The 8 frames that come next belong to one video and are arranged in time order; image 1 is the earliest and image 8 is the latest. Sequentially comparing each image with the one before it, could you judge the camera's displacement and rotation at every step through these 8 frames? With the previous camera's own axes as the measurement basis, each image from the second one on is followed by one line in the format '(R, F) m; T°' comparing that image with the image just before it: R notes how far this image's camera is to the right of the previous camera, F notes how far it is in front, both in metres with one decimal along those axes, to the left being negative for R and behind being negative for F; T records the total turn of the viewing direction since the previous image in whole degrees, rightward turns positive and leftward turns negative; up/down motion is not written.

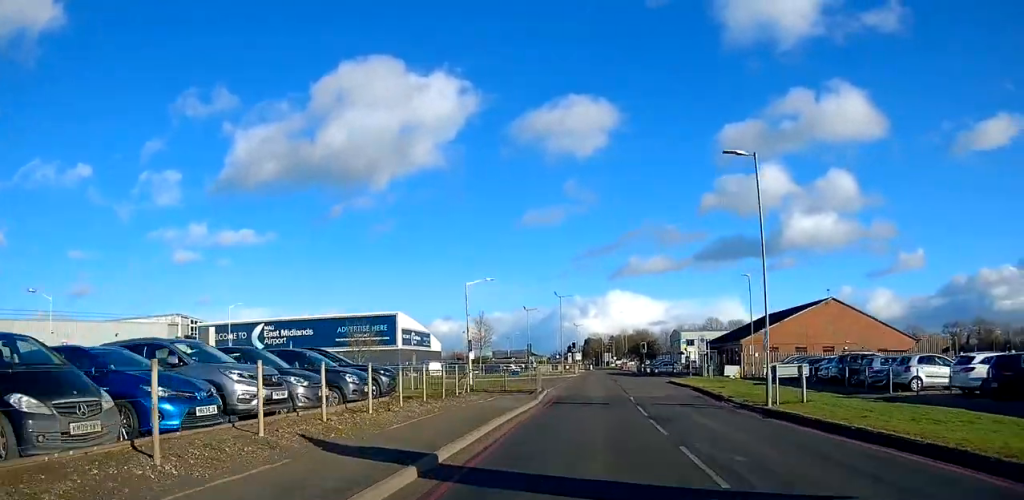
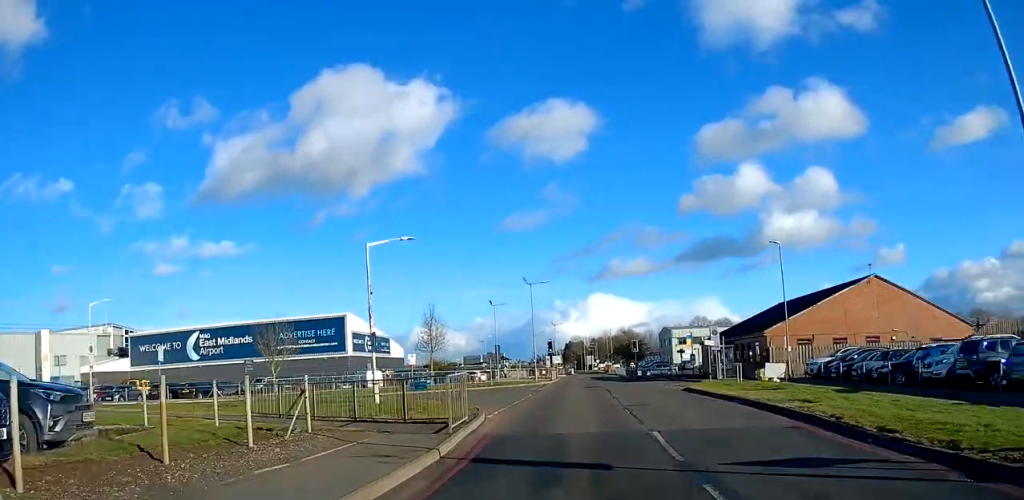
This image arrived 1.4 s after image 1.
(+0.9, +13.8) m; +5°
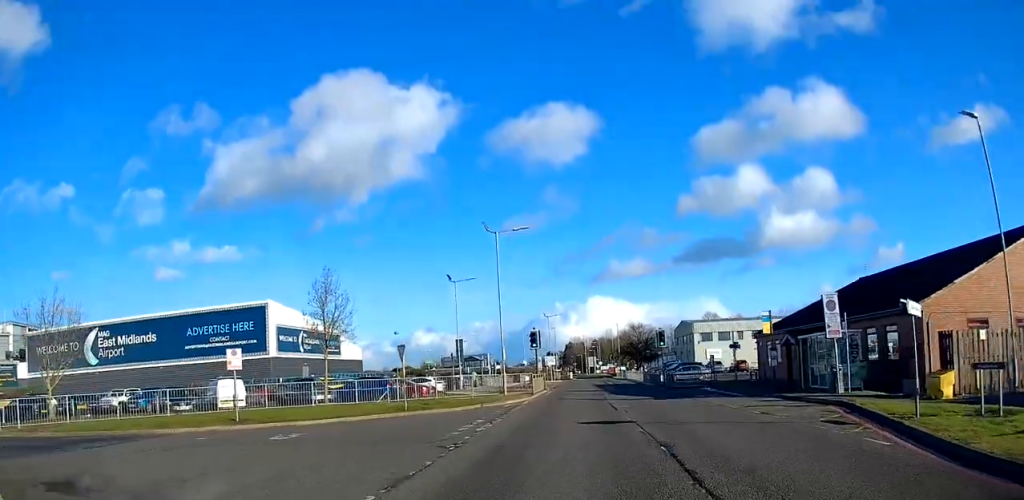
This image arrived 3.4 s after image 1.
(+0.2, +22.3) m; 0°
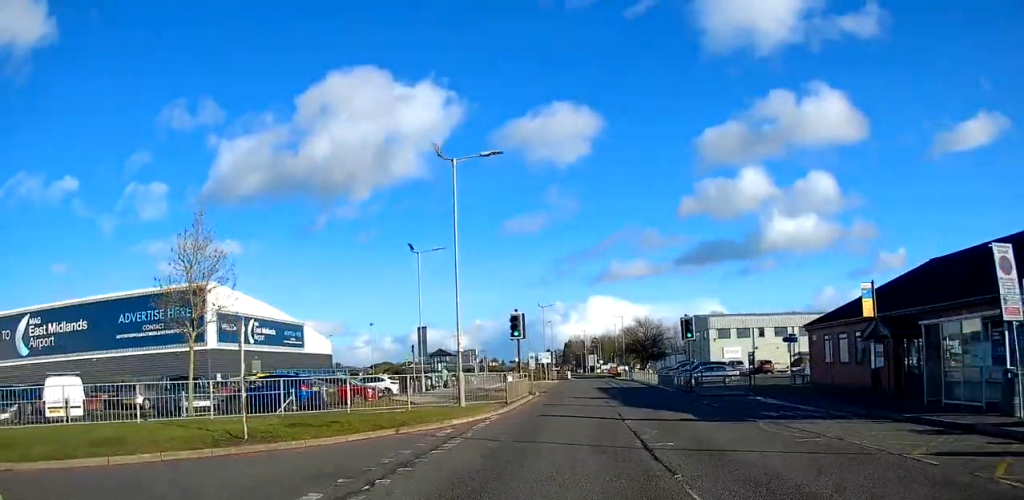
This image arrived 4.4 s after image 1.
(0.0, +11.5) m; 0°
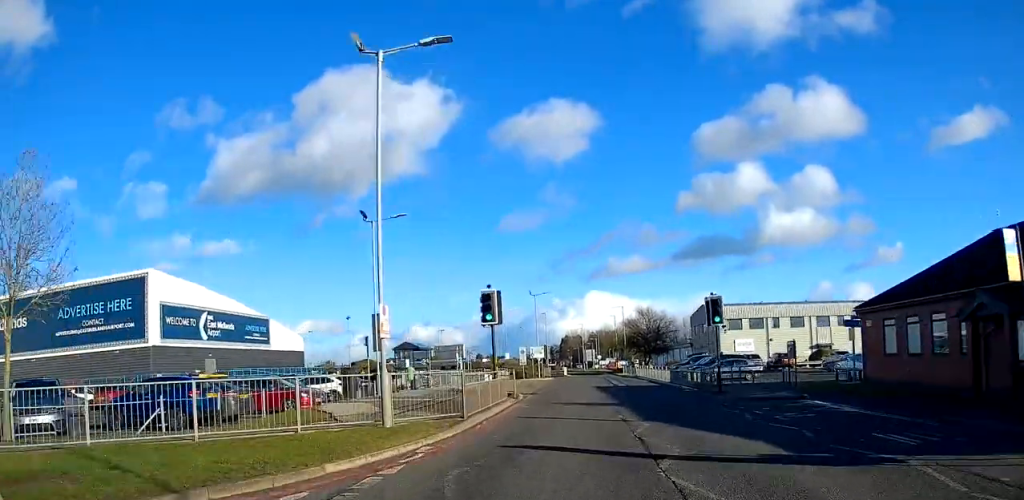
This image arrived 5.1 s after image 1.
(0.0, +7.7) m; 0°
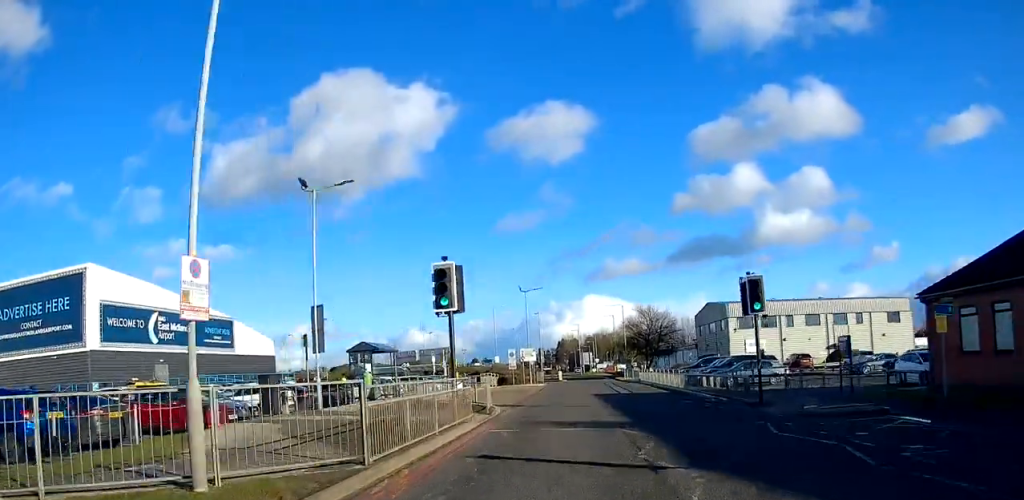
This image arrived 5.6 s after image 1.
(0.0, +6.5) m; 0°
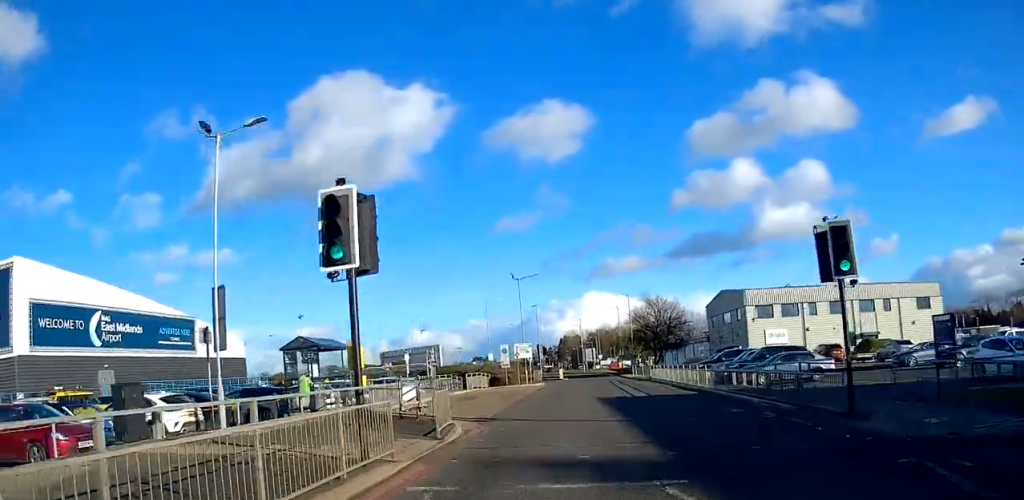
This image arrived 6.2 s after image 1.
(0.0, +6.9) m; -1°
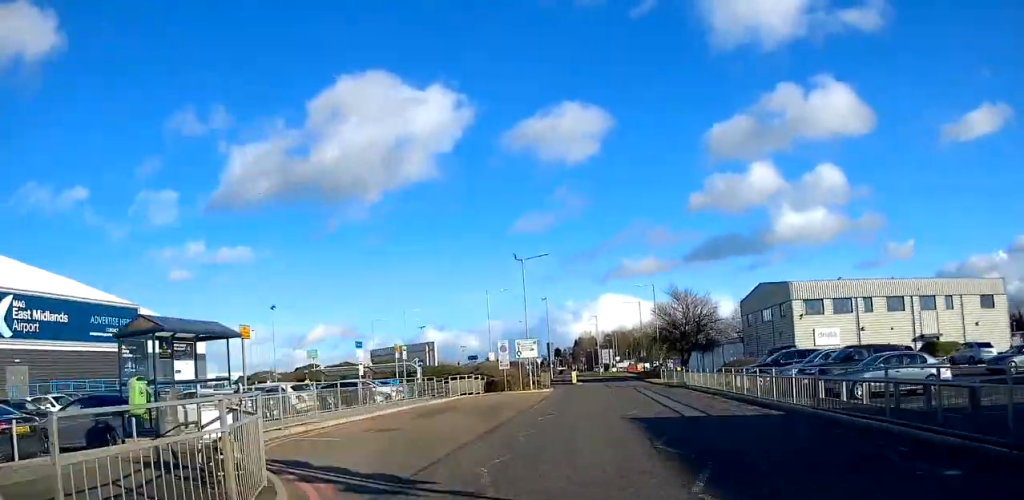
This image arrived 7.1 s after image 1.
(-0.2, +9.7) m; -1°
